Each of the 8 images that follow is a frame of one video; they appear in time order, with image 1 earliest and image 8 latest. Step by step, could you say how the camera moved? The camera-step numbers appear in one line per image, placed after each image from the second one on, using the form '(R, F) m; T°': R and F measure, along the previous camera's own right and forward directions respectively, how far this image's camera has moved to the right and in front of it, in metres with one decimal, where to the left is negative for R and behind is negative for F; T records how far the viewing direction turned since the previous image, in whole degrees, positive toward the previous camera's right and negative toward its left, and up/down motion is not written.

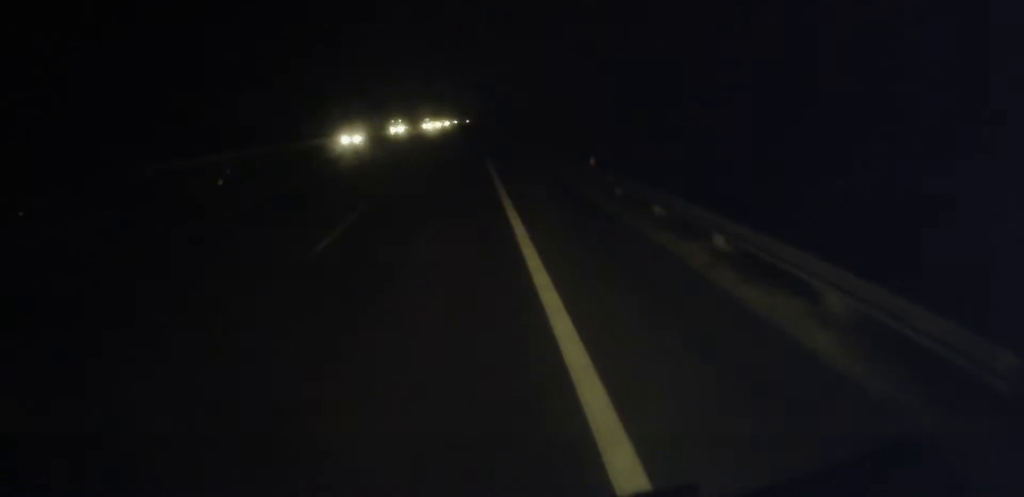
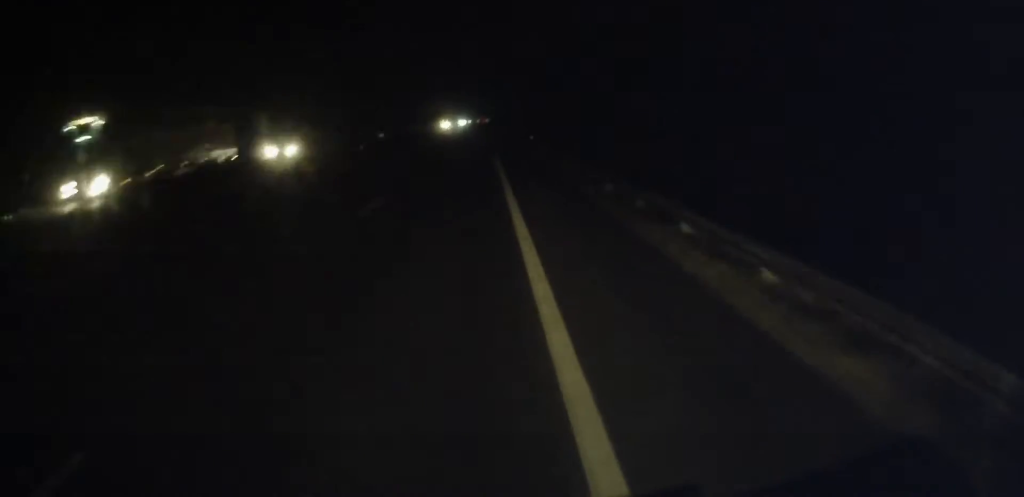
(-0.7, +122.4) m; -1°
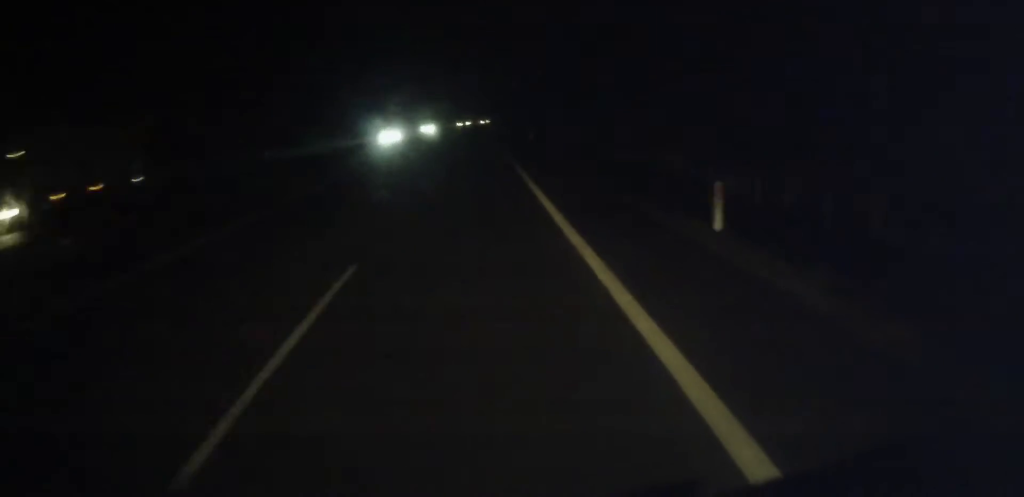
(-0.7, +137.1) m; 0°
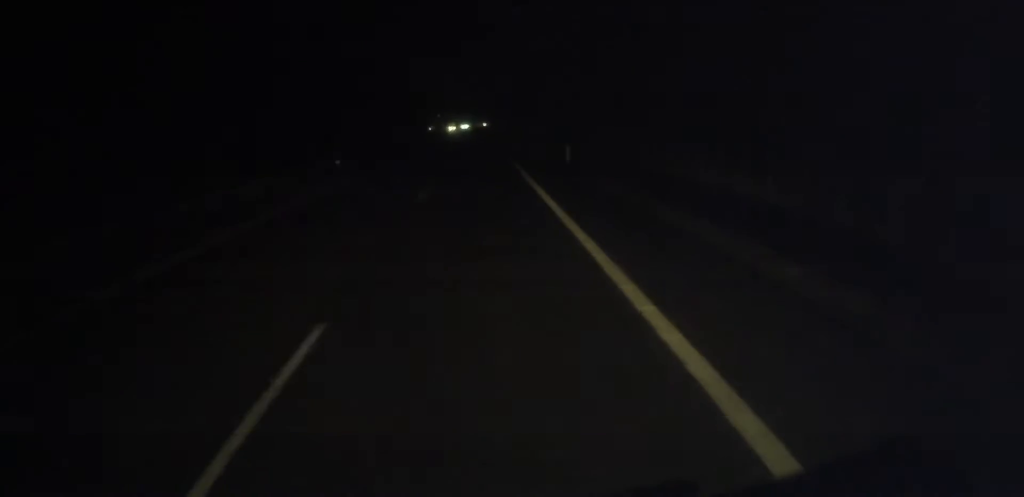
(+0.4, +74.1) m; 0°
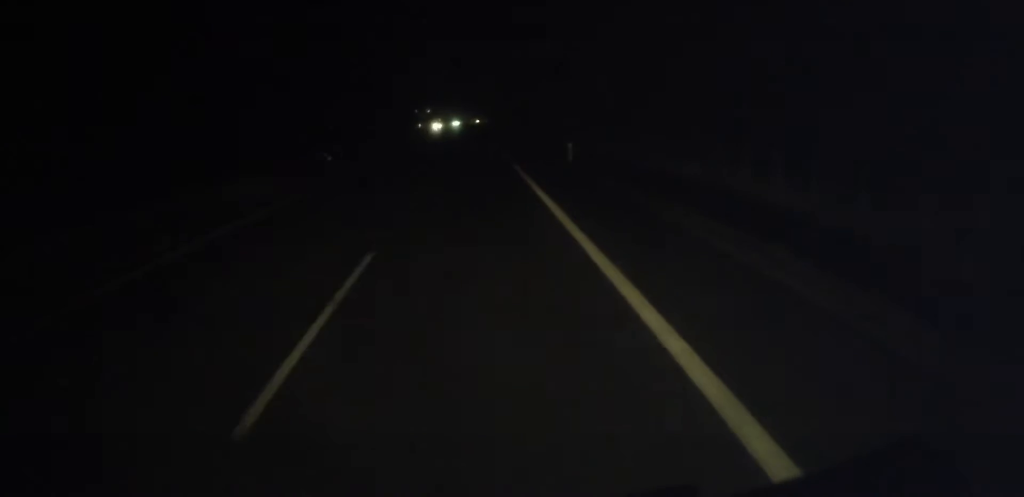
(+0.1, +49.0) m; 0°
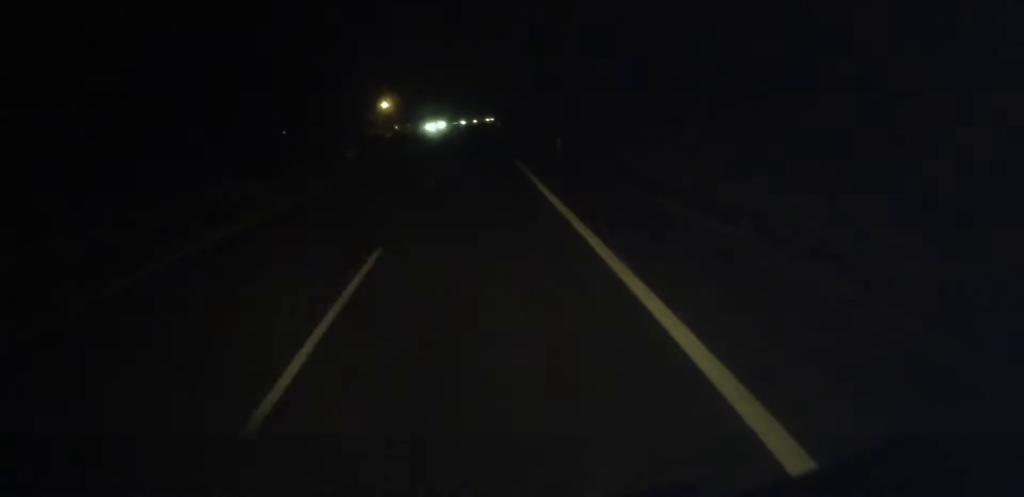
(-0.2, +139.8) m; 0°
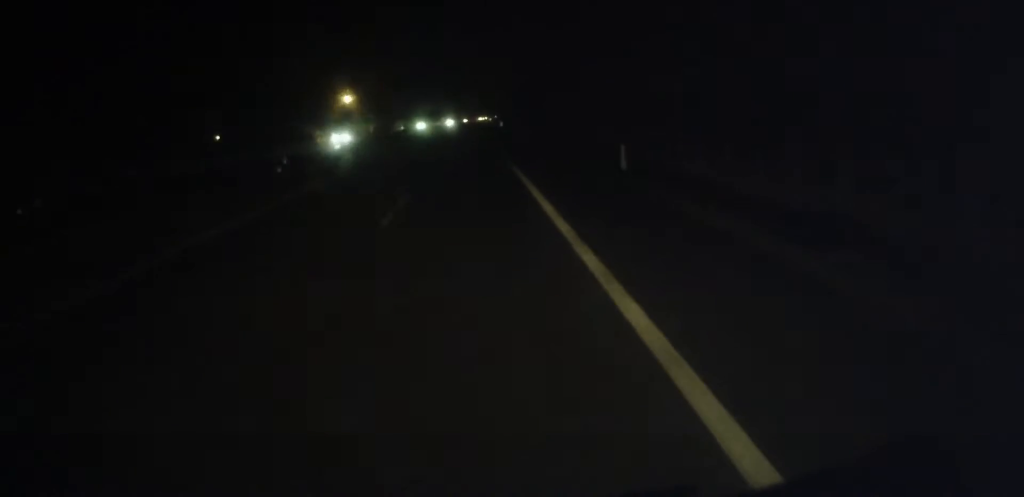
(+0.2, +61.0) m; 0°
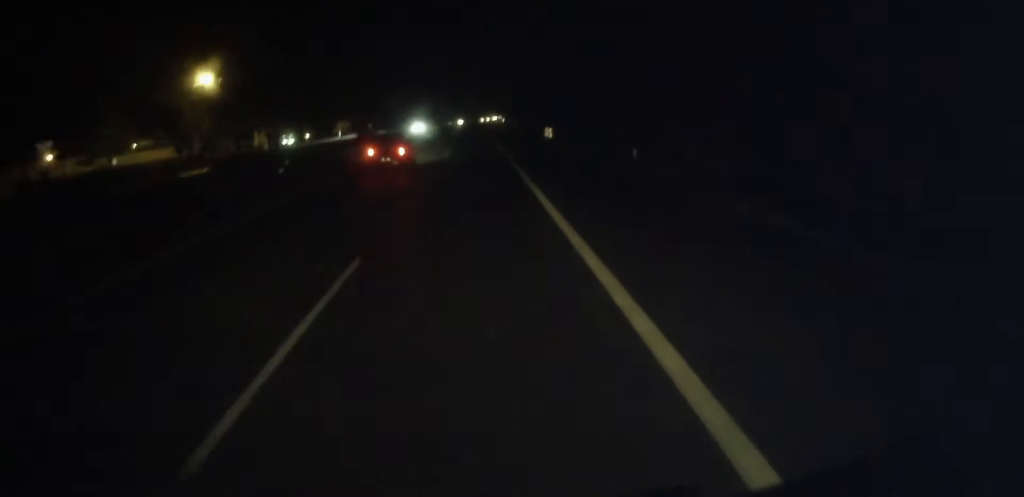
(-0.1, +101.7) m; 0°
